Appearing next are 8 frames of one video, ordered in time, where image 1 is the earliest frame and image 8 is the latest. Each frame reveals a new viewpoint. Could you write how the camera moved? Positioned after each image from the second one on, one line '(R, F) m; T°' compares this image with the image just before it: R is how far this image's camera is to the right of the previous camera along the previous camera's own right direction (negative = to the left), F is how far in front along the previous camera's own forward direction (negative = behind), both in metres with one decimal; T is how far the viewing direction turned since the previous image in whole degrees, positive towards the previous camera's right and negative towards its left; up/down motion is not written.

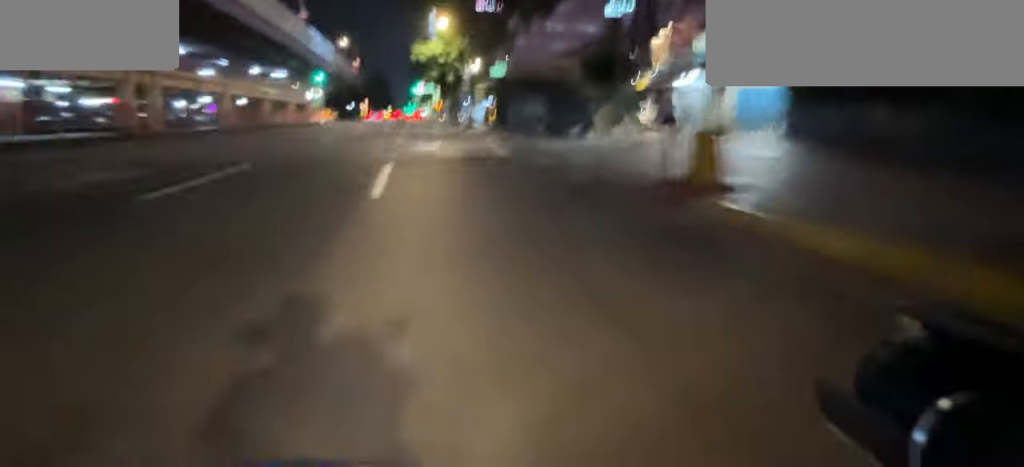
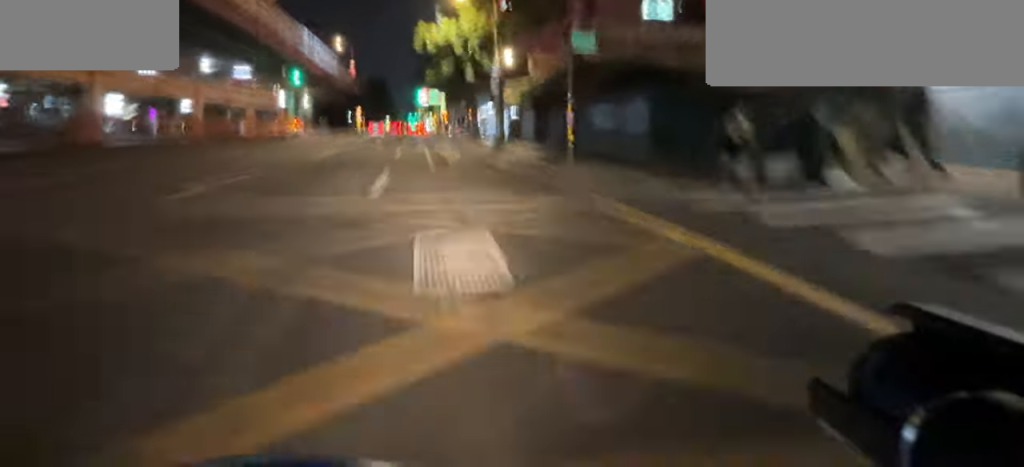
(0.0, +10.6) m; +1°
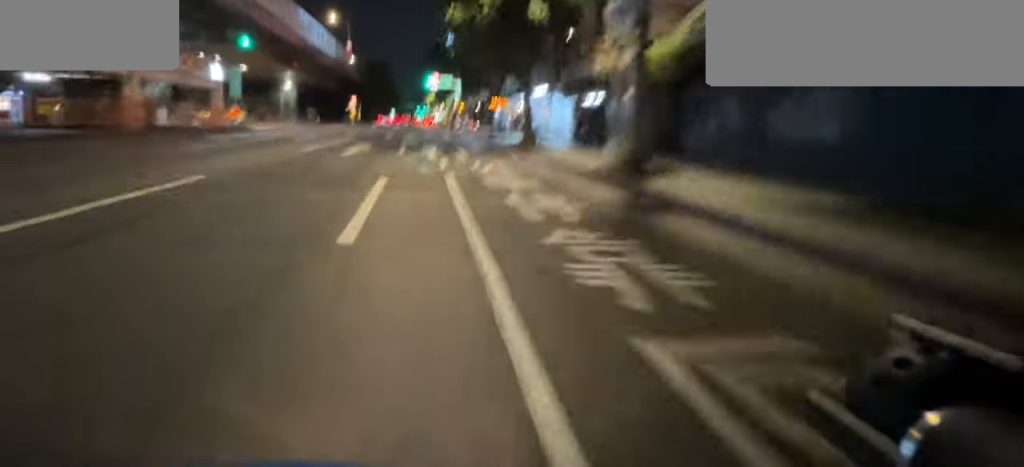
(+0.3, +12.0) m; +2°
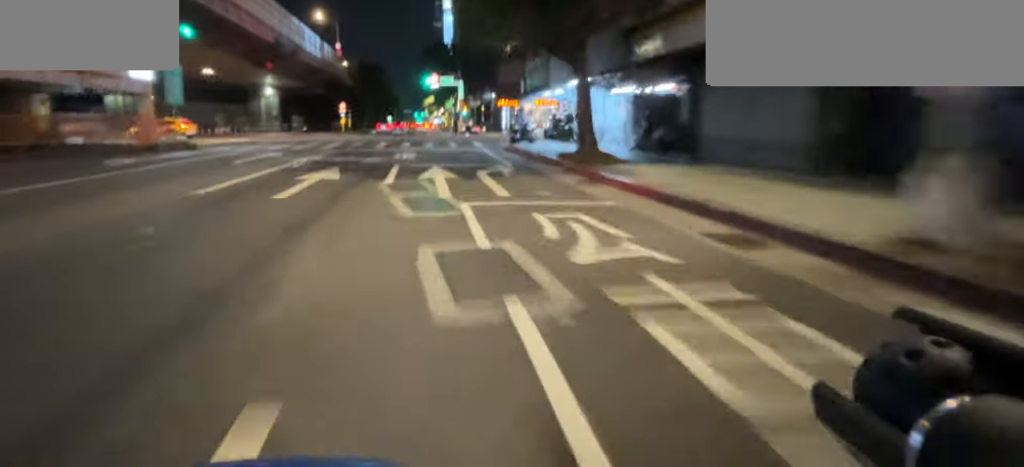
(+0.1, +5.4) m; +1°
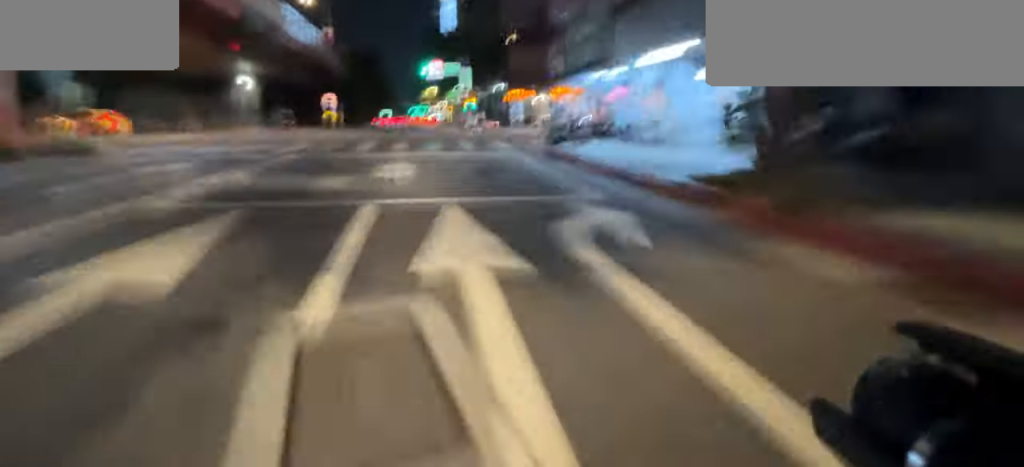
(0.0, +5.5) m; 0°
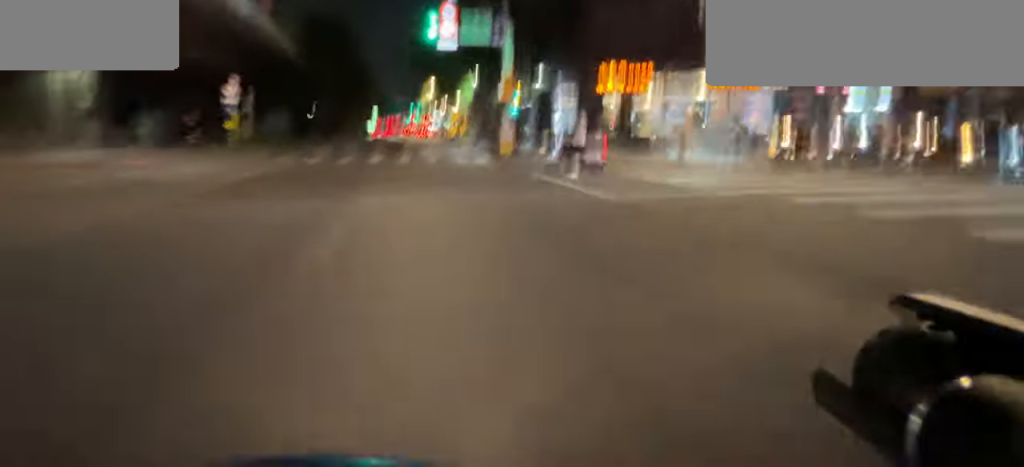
(-0.3, +20.1) m; -2°
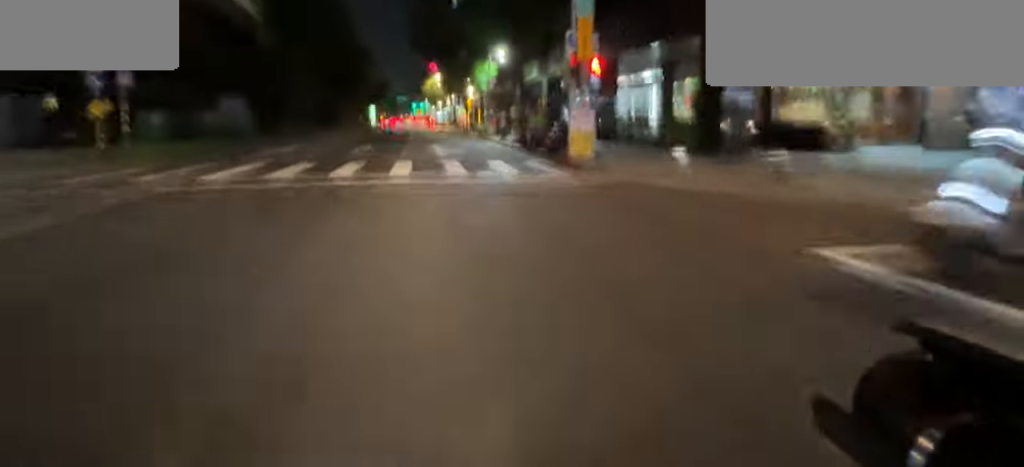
(-0.1, +10.1) m; 0°
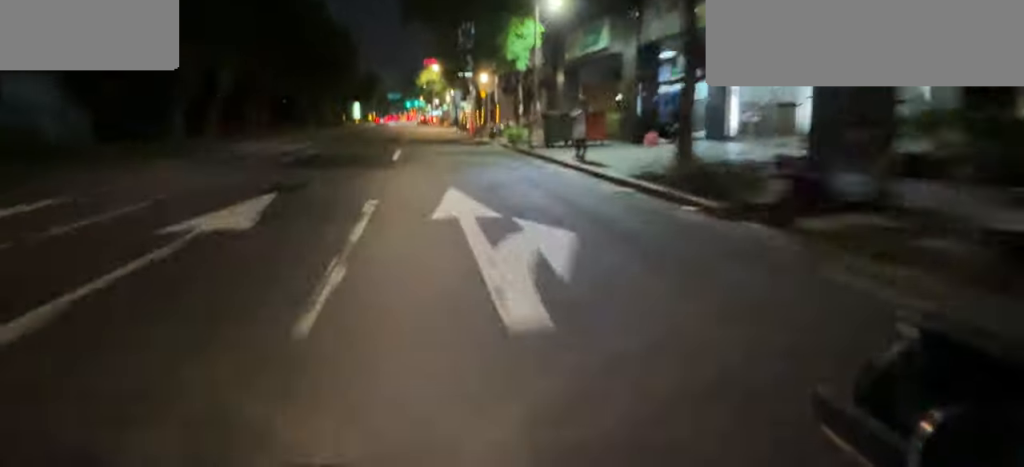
(+0.2, +12.8) m; +2°
